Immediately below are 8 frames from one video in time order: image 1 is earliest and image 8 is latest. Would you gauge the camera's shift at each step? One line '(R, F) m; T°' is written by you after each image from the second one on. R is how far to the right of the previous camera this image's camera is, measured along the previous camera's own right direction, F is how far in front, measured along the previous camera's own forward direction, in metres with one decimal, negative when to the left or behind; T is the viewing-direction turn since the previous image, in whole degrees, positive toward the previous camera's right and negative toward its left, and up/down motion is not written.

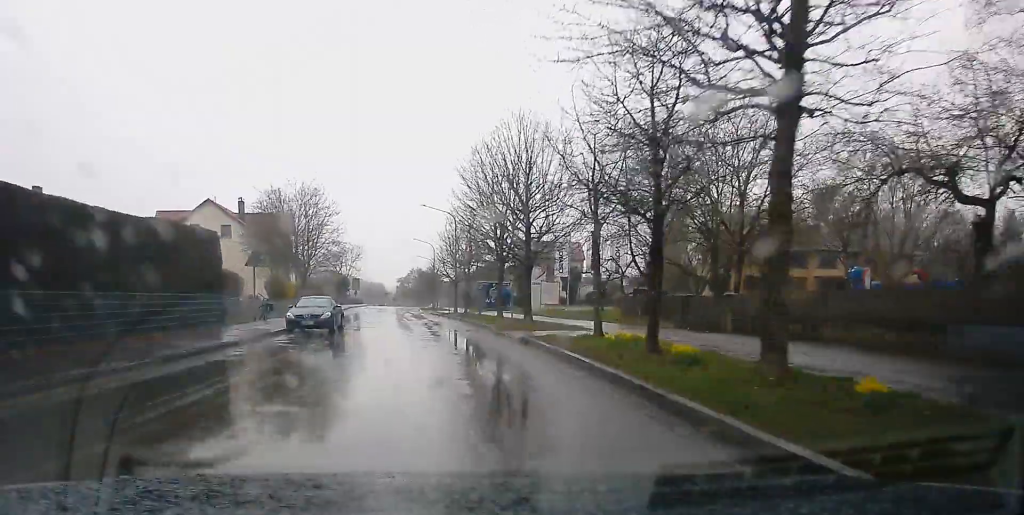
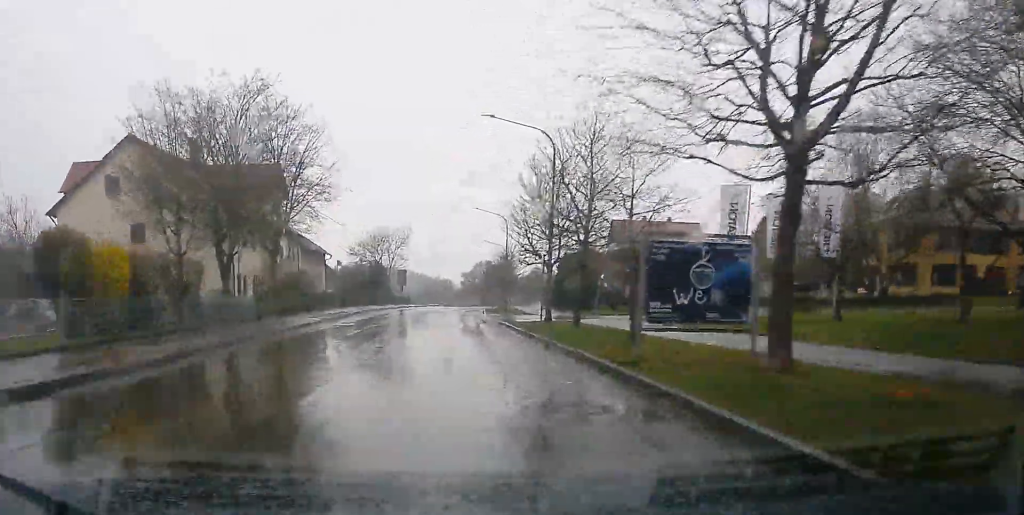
(-1.4, +31.0) m; -4°
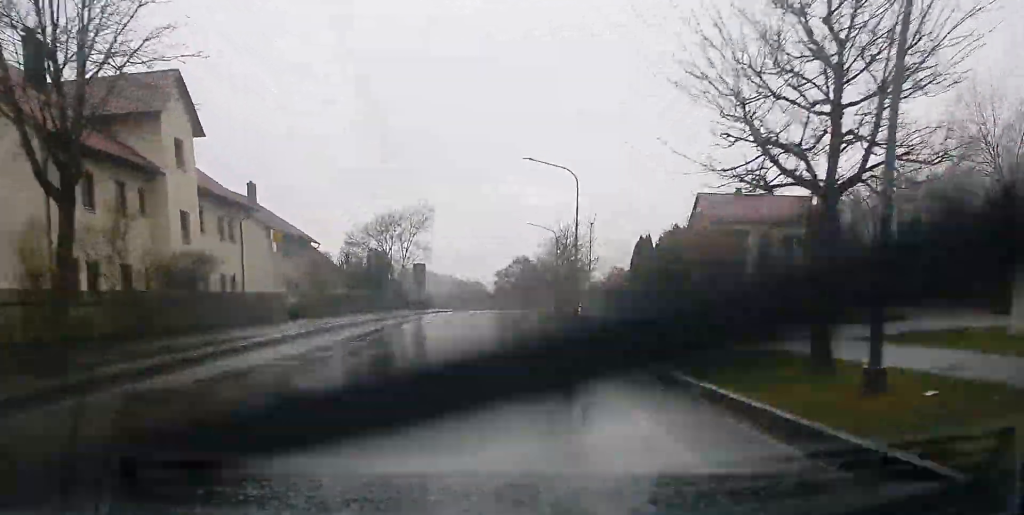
(-0.3, +25.3) m; 0°
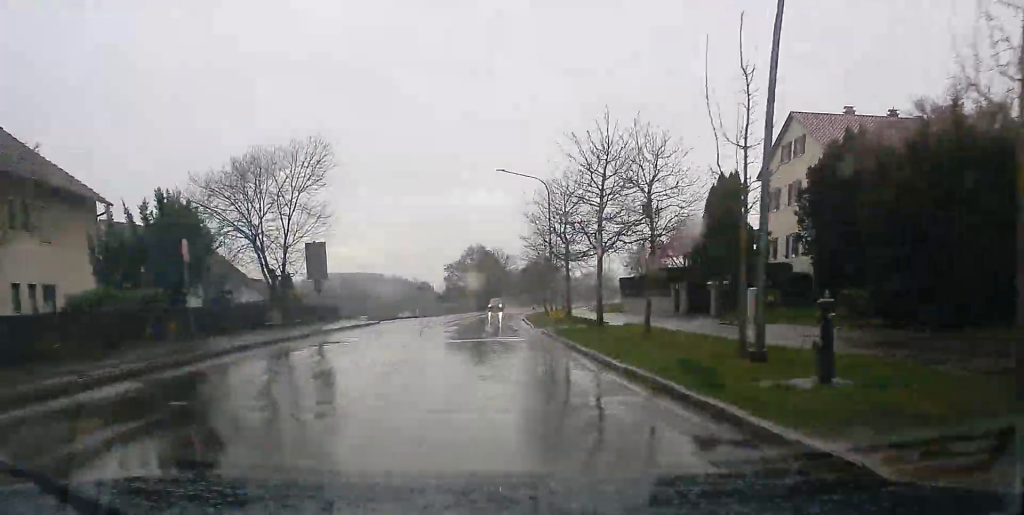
(+0.4, +33.0) m; +3°
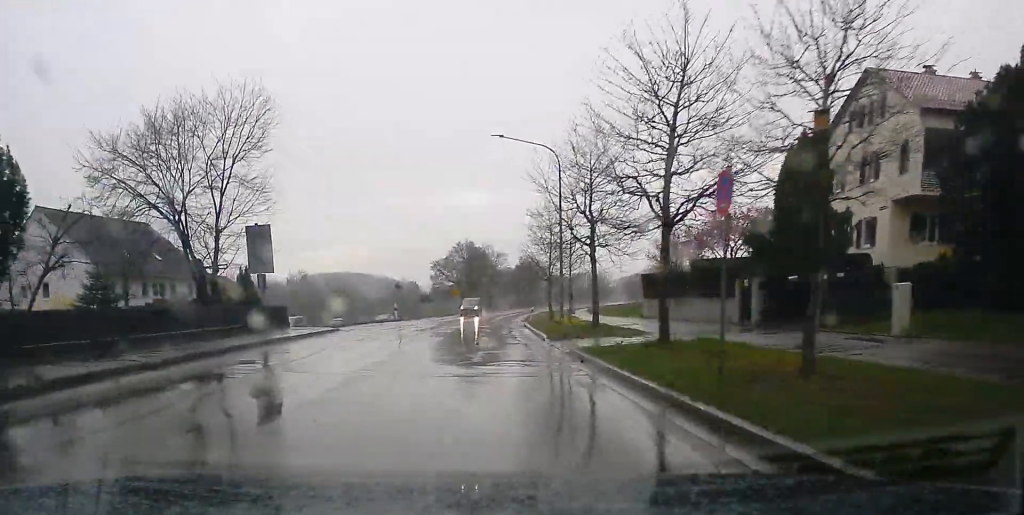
(+0.3, +10.2) m; +1°
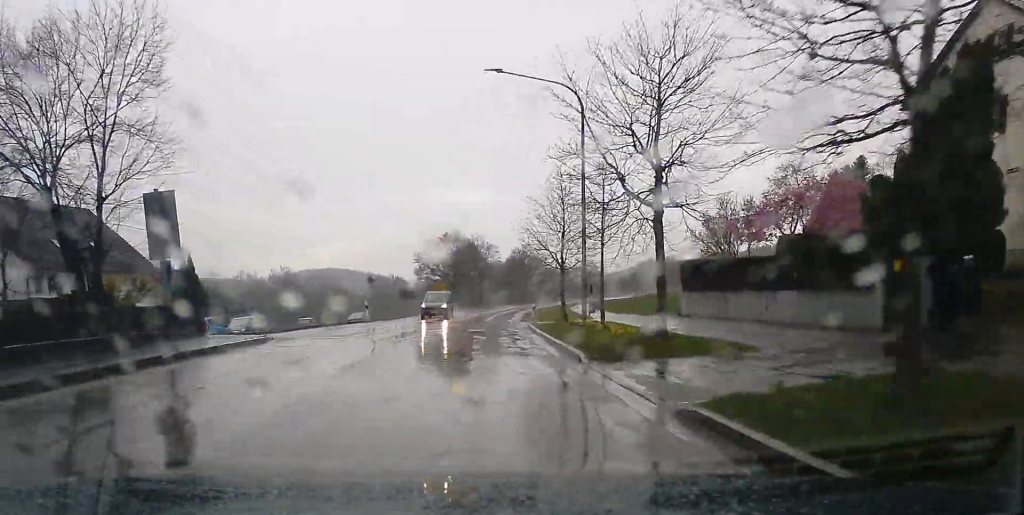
(+0.1, +10.2) m; +1°
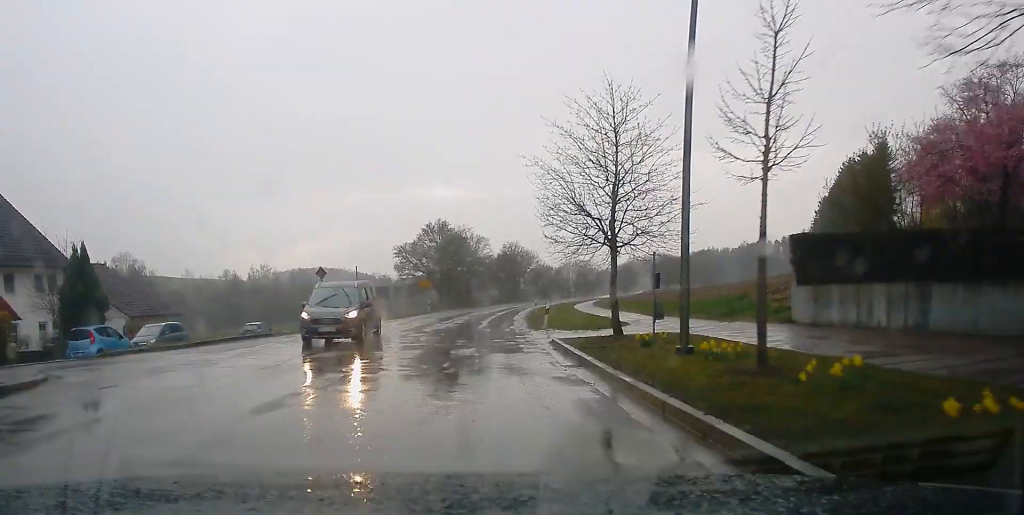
(+0.2, +12.9) m; +1°
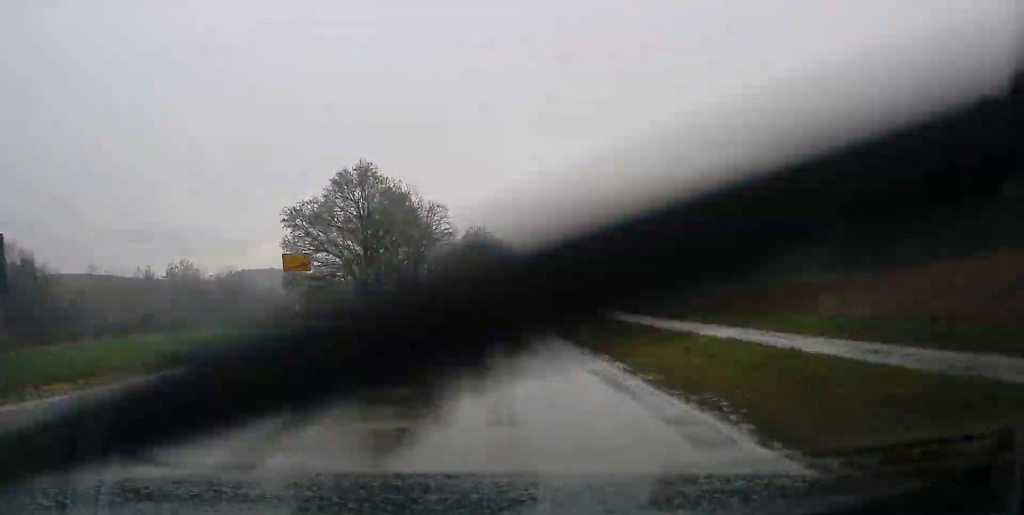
(+1.5, +42.3) m; +3°
